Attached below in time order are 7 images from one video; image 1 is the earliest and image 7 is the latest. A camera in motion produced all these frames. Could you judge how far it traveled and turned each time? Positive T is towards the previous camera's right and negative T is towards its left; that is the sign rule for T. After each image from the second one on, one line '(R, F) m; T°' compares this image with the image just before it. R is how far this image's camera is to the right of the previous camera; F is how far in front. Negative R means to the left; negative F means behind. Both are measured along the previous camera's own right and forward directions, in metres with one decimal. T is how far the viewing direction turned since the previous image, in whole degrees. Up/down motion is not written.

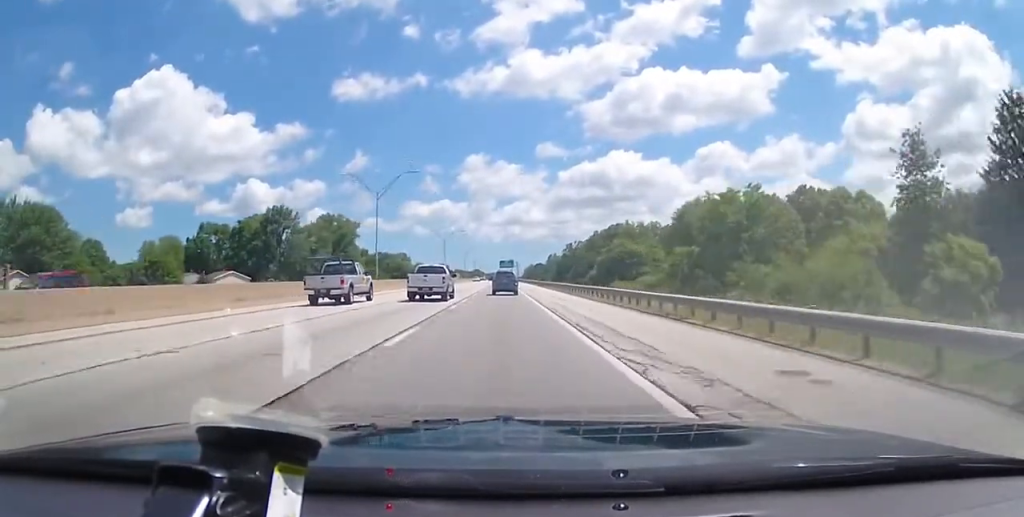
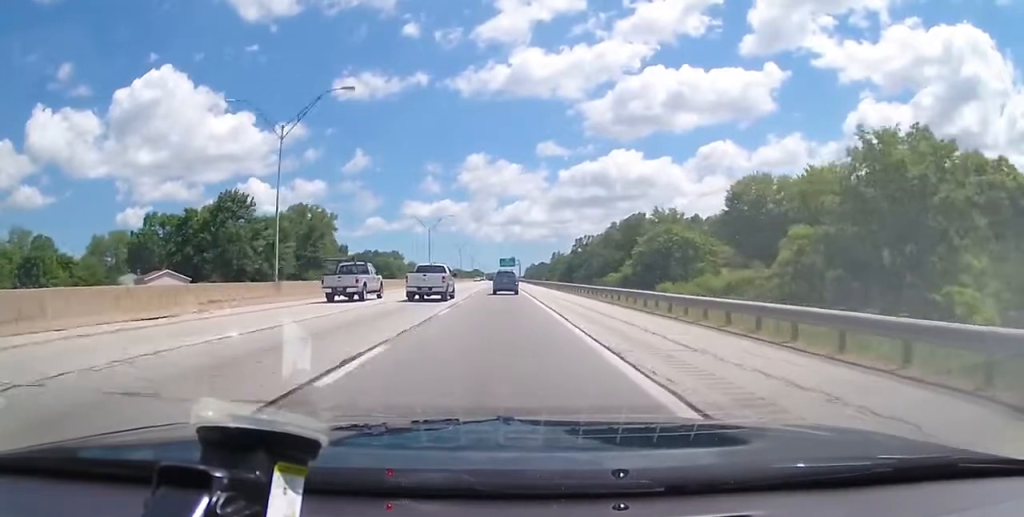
(-0.2, +27.7) m; 0°
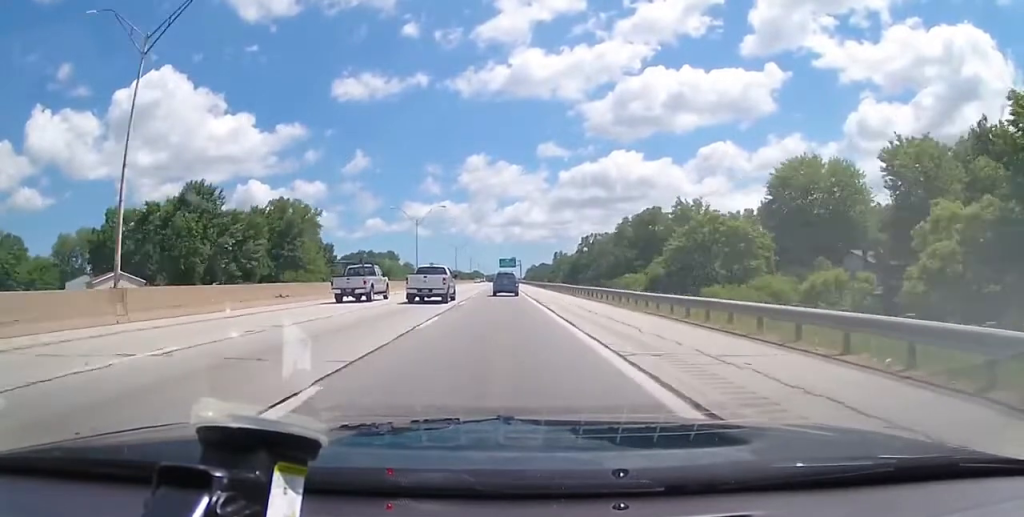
(+0.1, +15.4) m; 0°
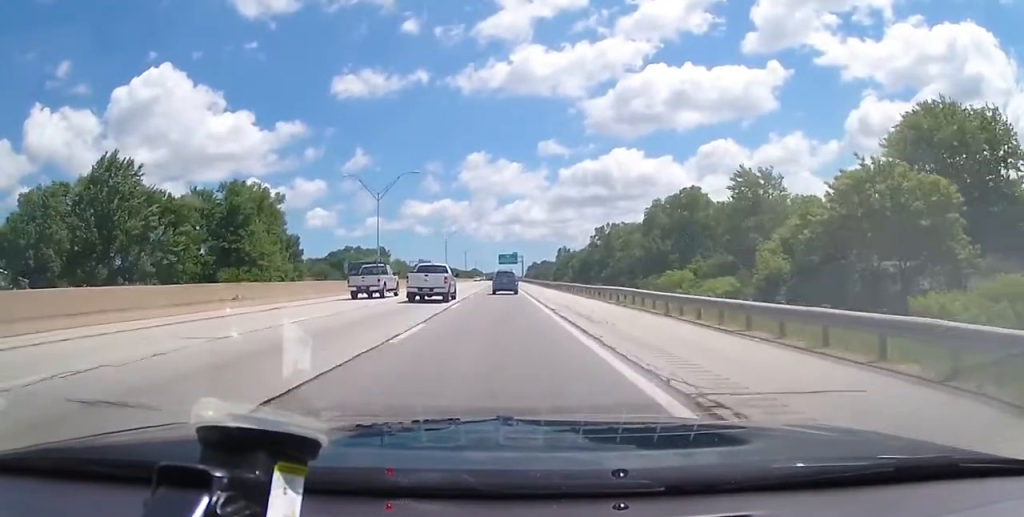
(0.0, +27.9) m; 0°
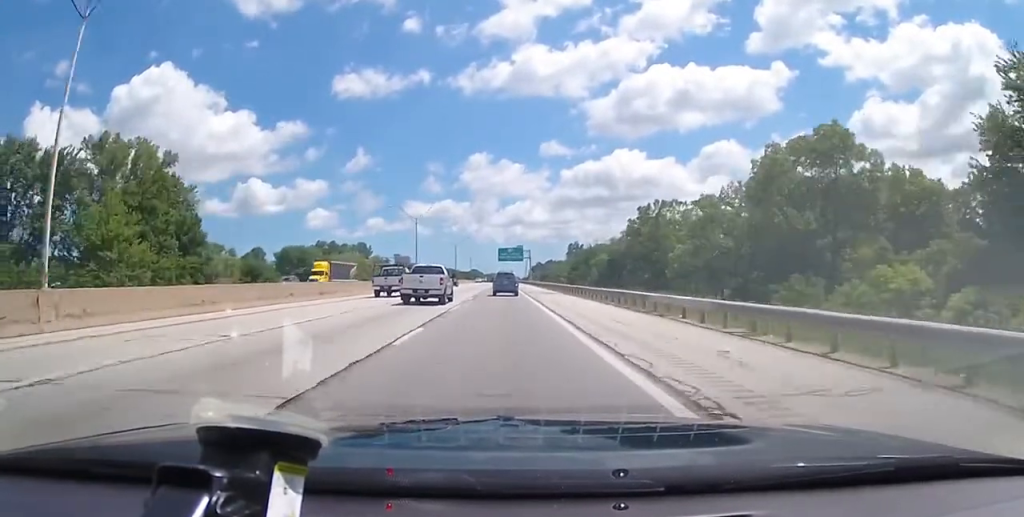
(+0.1, +48.0) m; 0°
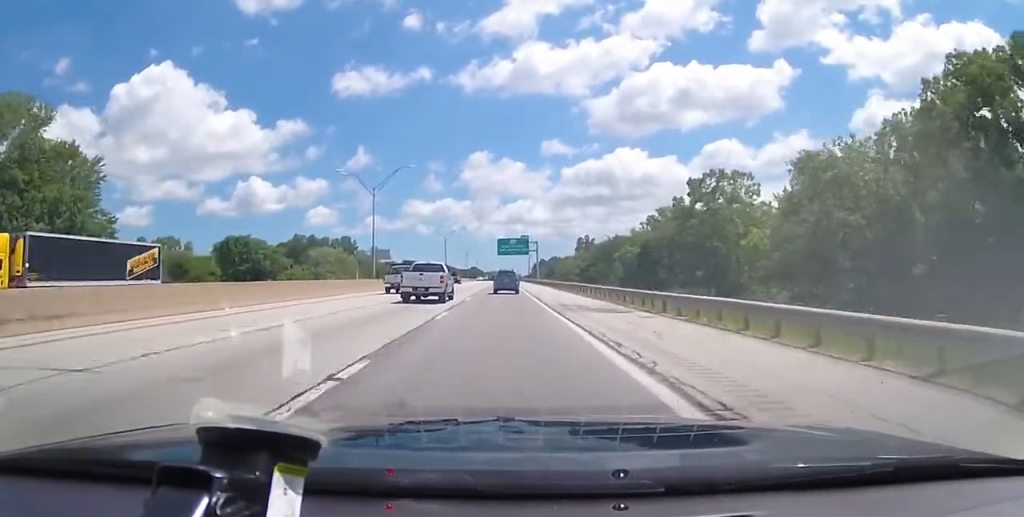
(-0.1, +29.8) m; 0°
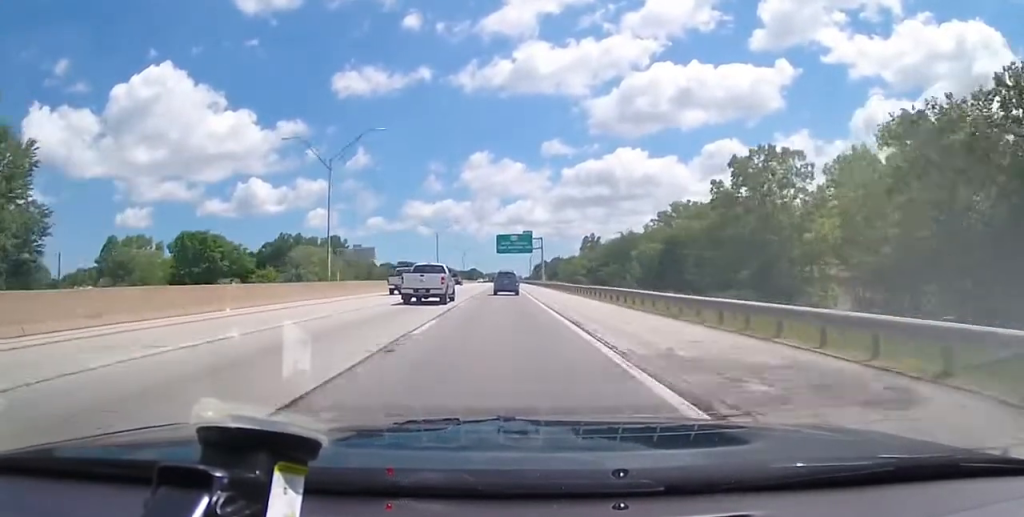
(+0.2, +15.4) m; 0°
